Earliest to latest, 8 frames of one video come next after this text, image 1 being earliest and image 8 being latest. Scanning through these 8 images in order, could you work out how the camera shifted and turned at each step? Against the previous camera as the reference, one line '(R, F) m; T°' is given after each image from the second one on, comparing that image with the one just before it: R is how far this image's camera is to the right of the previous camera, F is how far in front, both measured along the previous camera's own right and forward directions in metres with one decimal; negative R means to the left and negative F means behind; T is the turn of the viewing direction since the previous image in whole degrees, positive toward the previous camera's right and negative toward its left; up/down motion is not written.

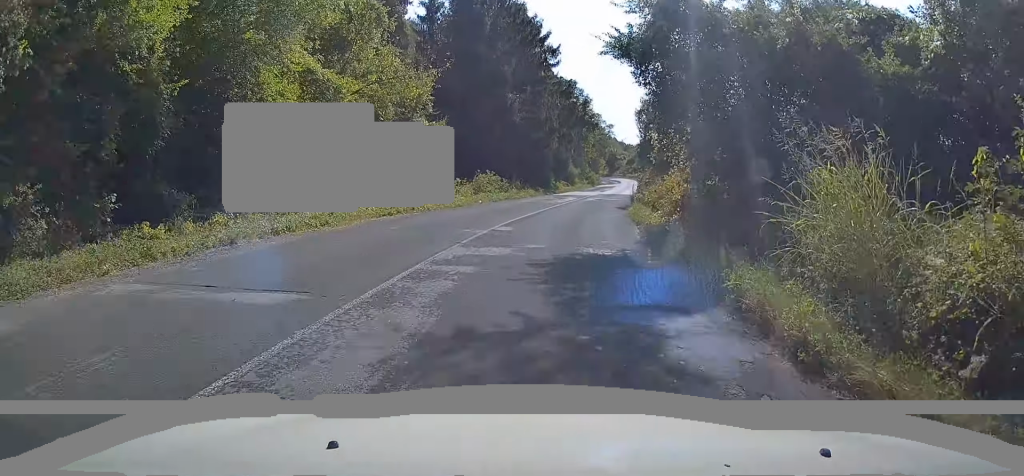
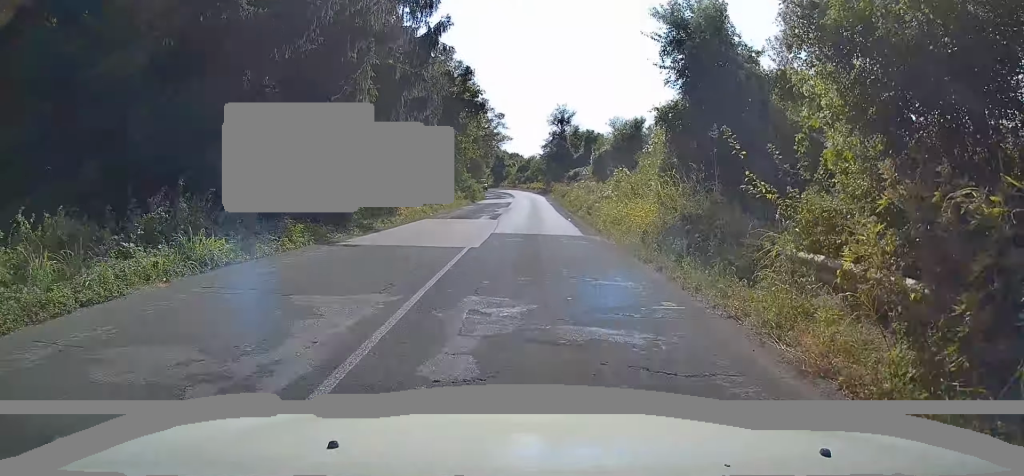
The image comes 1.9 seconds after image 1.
(+3.2, +33.1) m; +9°
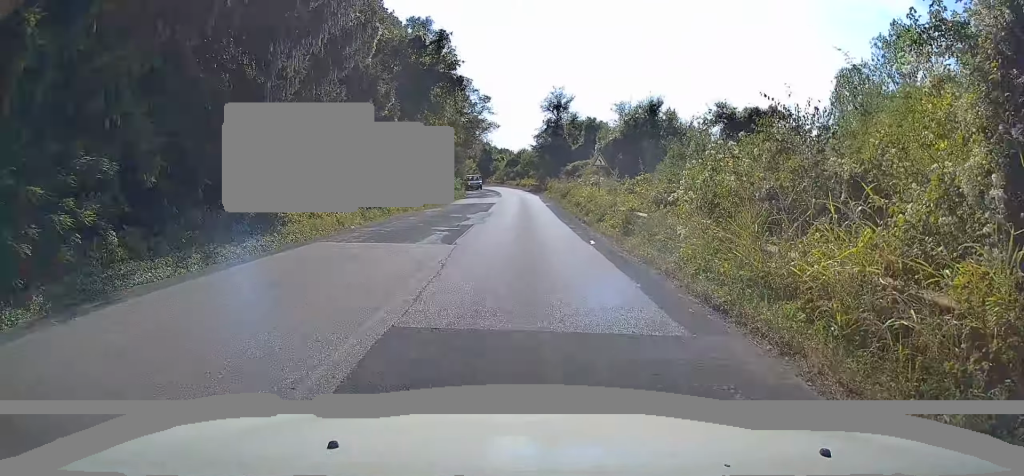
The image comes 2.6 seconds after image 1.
(+0.2, +12.7) m; +2°
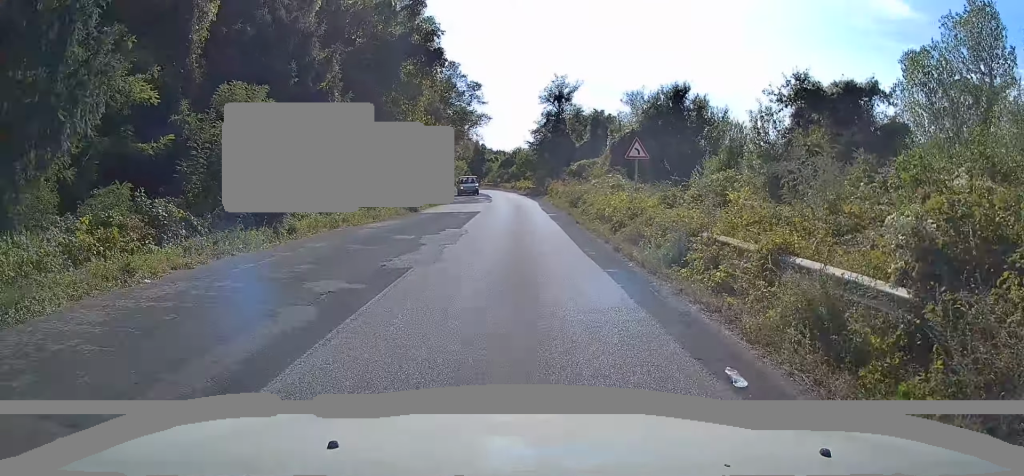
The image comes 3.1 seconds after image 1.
(+0.2, +10.3) m; +2°
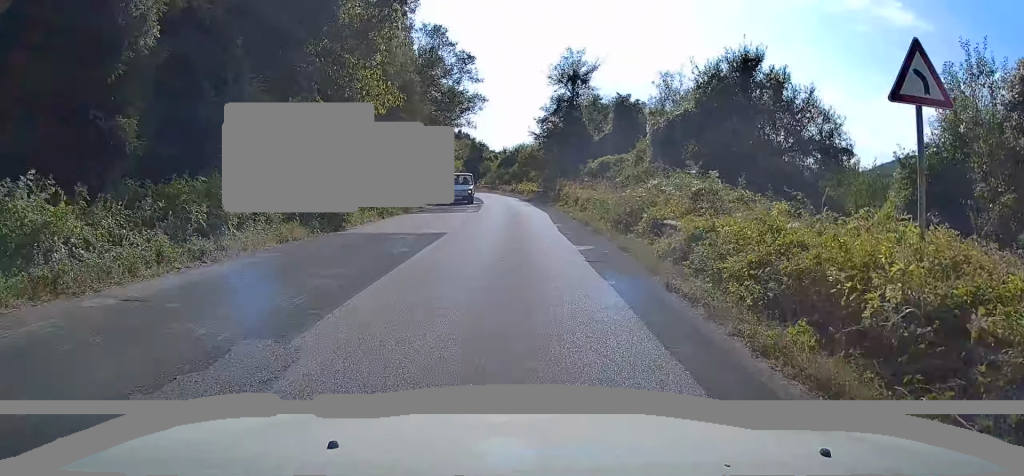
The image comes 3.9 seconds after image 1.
(+0.2, +13.3) m; +1°
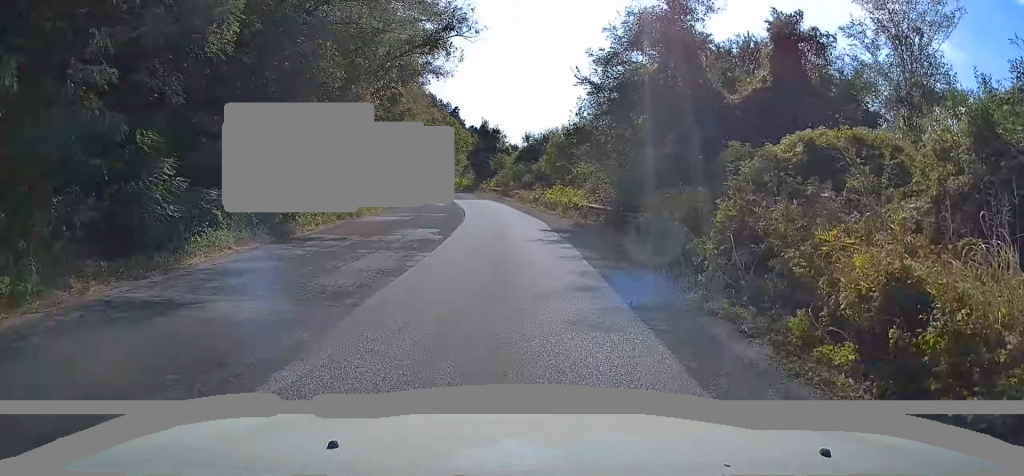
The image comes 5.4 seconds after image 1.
(-0.2, +27.3) m; -3°
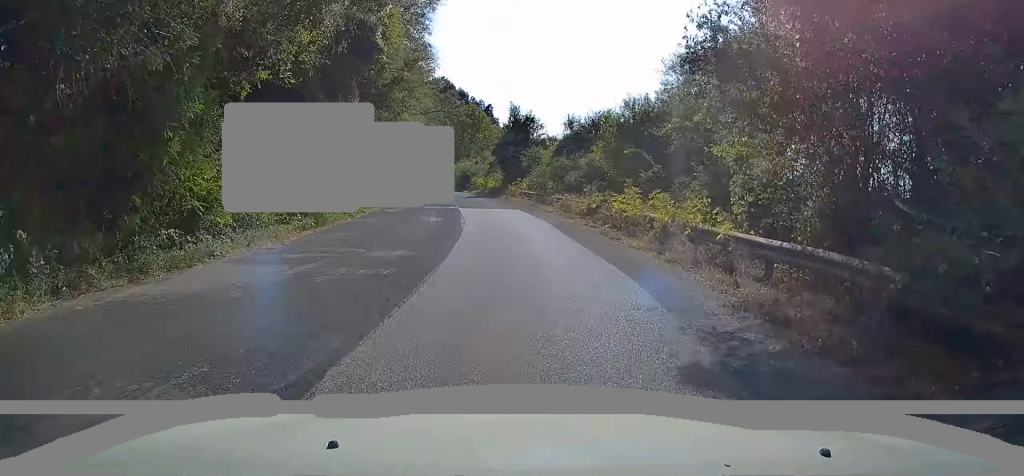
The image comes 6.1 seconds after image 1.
(-0.4, +13.9) m; -3°
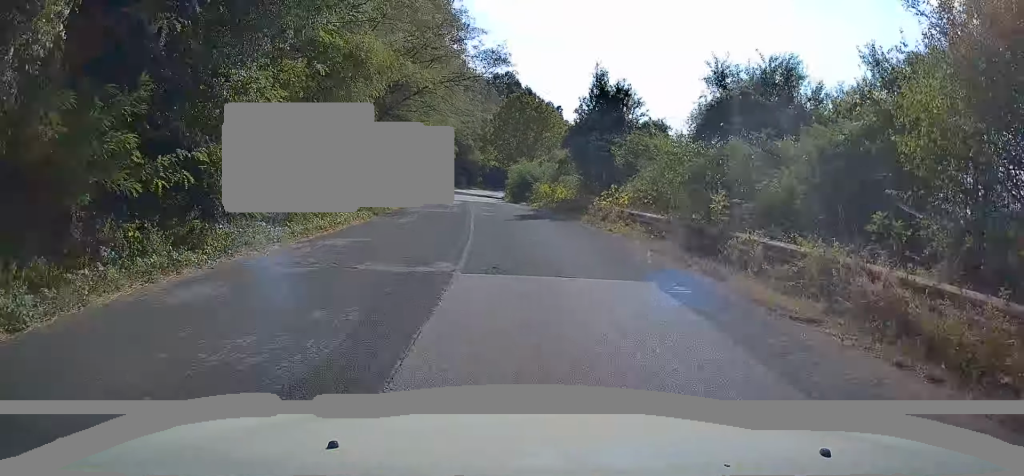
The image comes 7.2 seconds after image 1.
(-0.6, +20.0) m; -4°
